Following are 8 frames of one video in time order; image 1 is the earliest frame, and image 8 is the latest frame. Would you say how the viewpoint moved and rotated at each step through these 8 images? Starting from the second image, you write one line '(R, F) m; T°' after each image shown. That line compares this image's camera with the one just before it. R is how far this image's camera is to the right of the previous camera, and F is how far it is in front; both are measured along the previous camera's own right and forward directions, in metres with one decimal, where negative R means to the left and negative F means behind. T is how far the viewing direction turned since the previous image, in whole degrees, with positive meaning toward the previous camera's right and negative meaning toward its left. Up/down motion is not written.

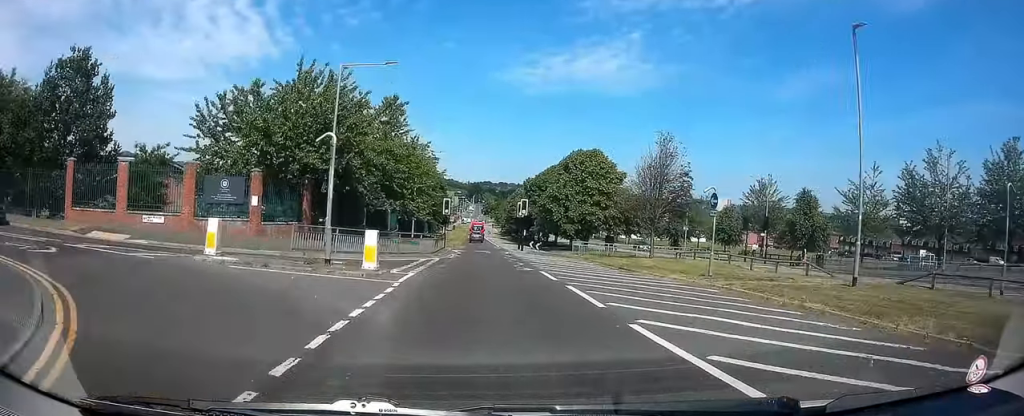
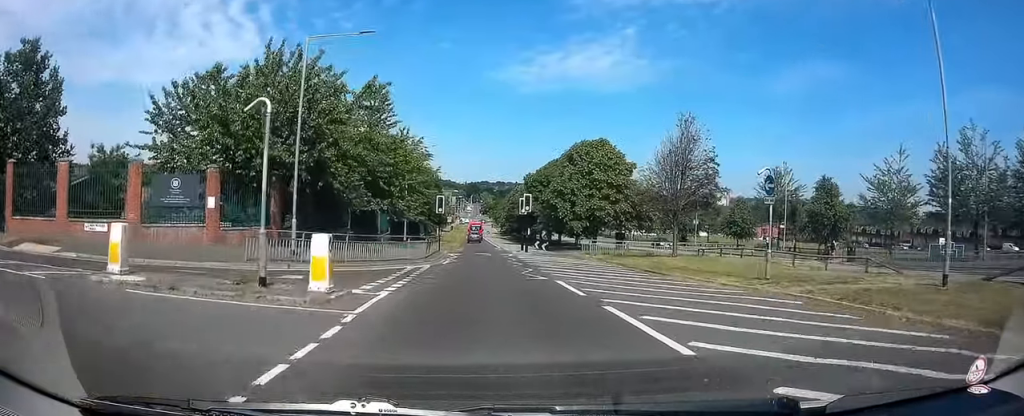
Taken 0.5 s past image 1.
(+0.1, +3.8) m; 0°
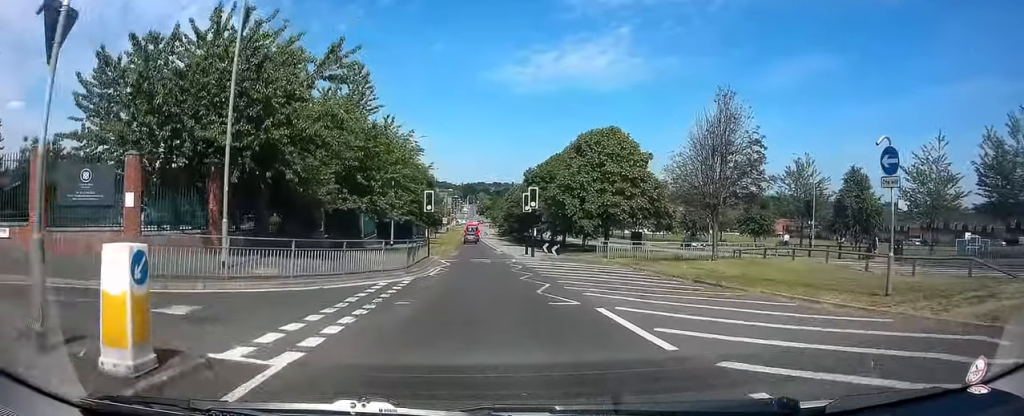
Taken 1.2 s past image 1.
(+0.3, +4.8) m; -1°
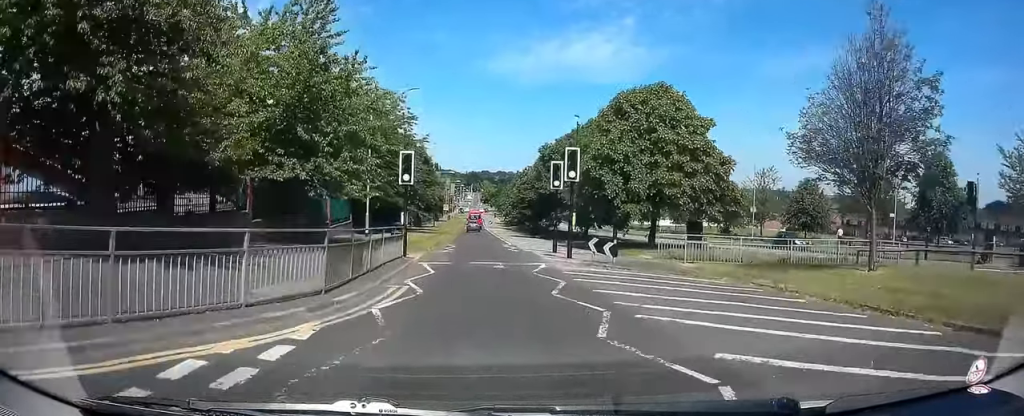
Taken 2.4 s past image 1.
(-0.6, +9.4) m; -1°
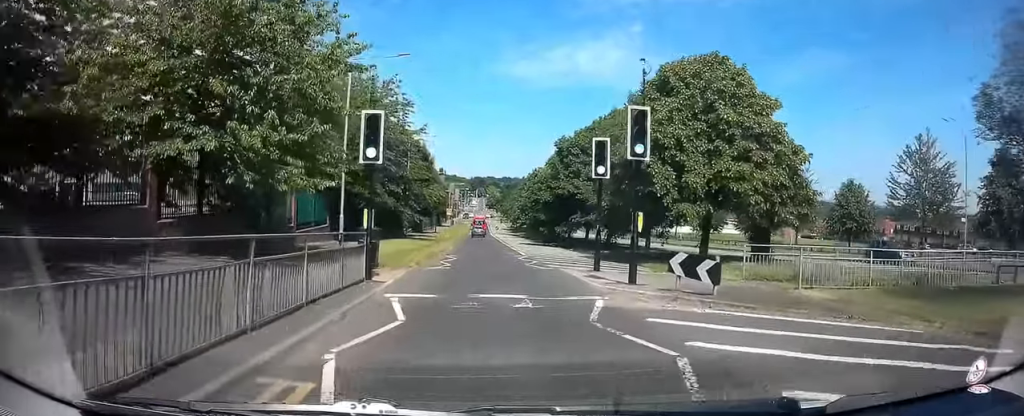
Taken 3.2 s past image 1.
(+0.3, +6.1) m; +2°
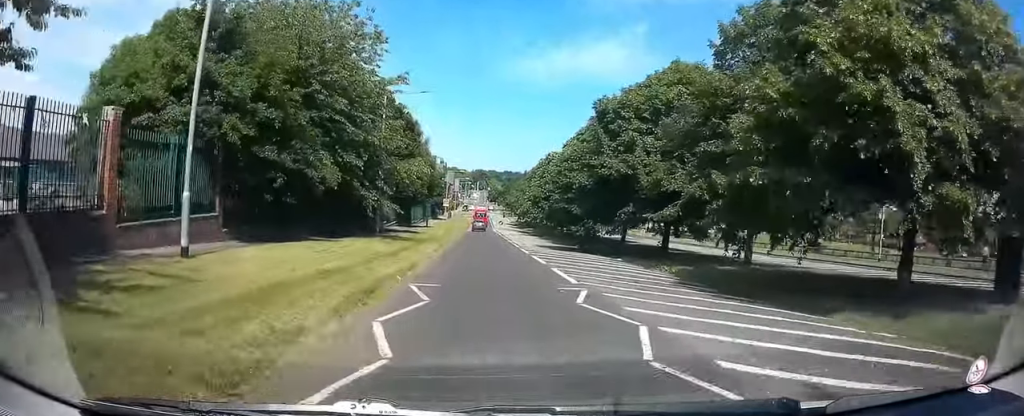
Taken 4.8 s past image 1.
(-0.3, +12.6) m; -3°
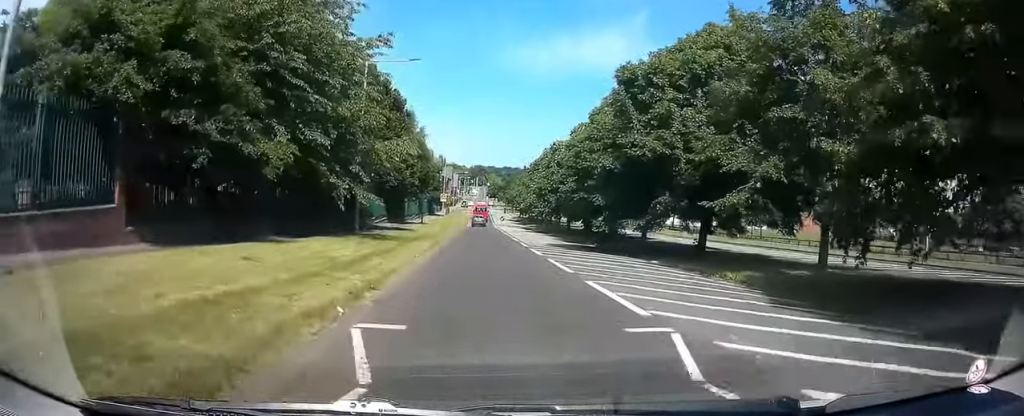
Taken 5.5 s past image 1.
(-0.1, +5.2) m; -1°
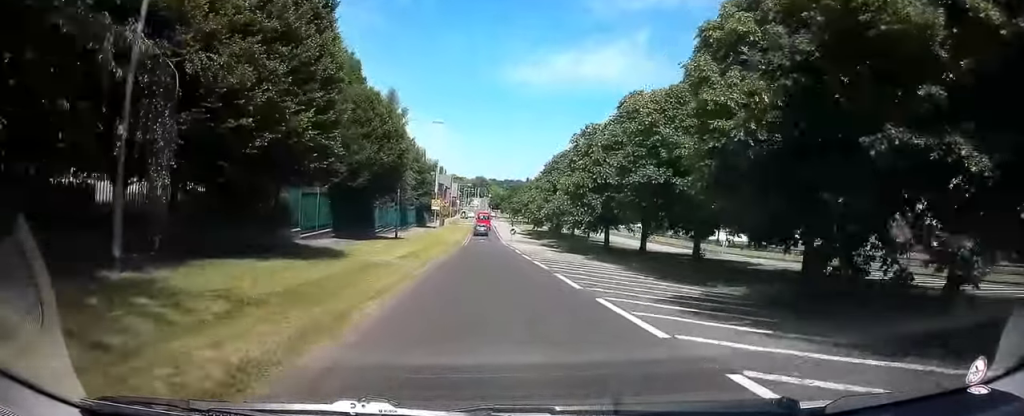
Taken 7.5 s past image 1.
(+0.1, +17.1) m; +1°
